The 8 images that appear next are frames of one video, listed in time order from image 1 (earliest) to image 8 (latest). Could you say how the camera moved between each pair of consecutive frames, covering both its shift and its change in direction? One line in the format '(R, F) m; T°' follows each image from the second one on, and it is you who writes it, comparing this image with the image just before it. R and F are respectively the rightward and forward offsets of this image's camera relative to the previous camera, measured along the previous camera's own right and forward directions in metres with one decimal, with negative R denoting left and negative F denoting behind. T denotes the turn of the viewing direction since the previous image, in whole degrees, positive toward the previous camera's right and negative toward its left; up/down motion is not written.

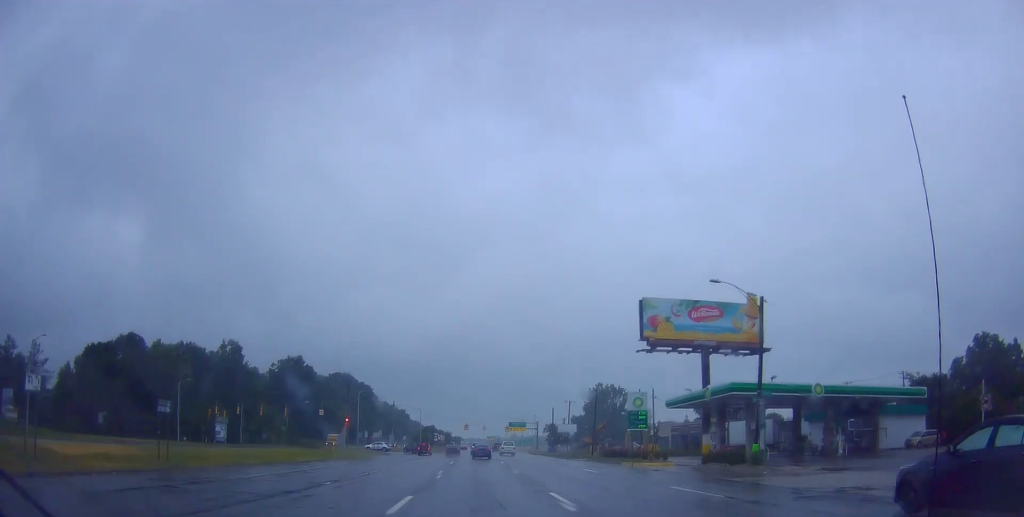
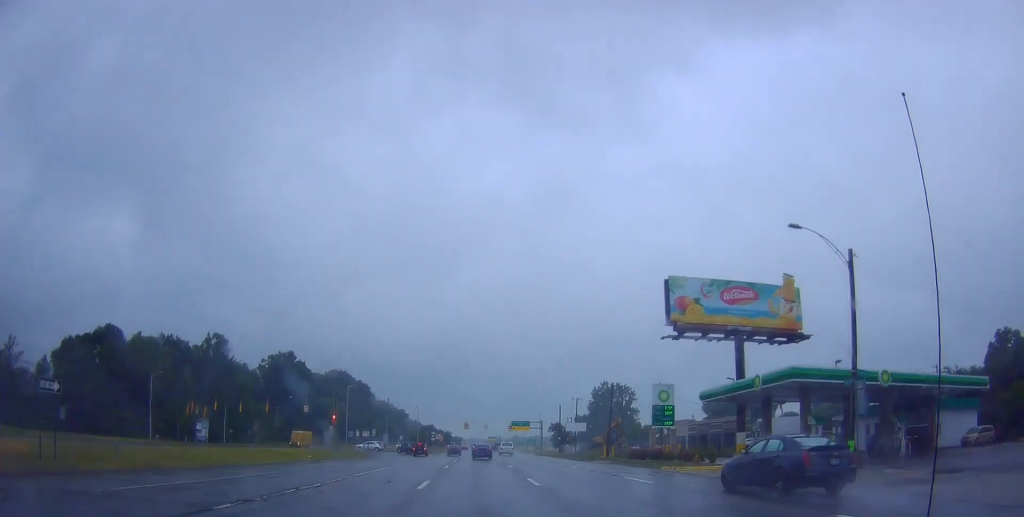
(0.0, +9.7) m; 0°
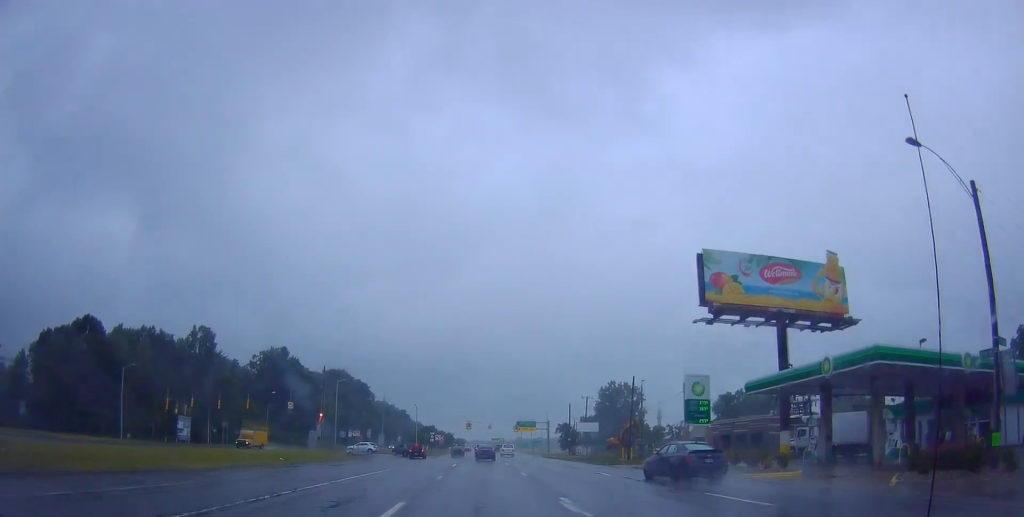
(0.0, +8.8) m; 0°
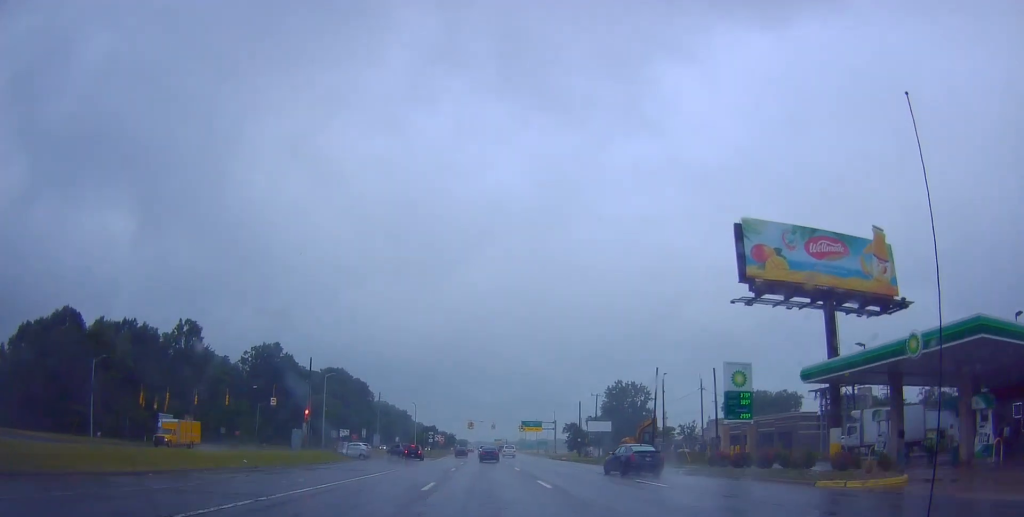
(0.0, +7.9) m; -1°
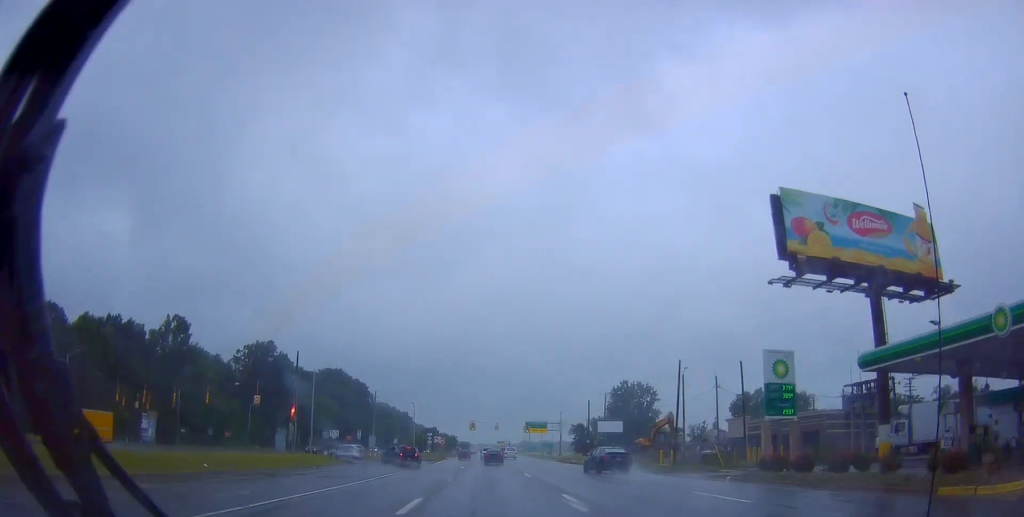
(+0.1, +6.1) m; -1°
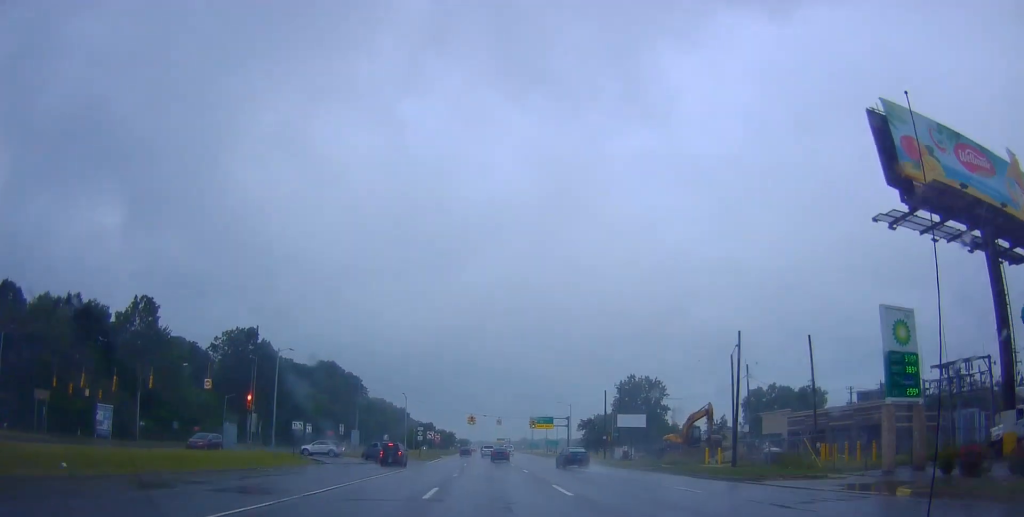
(-0.4, +12.1) m; 0°
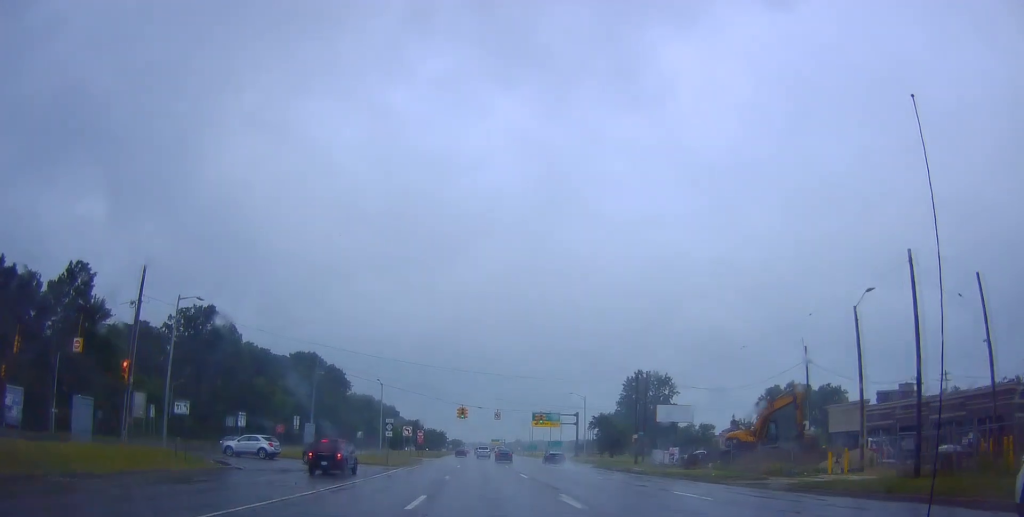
(+0.5, +17.7) m; +2°
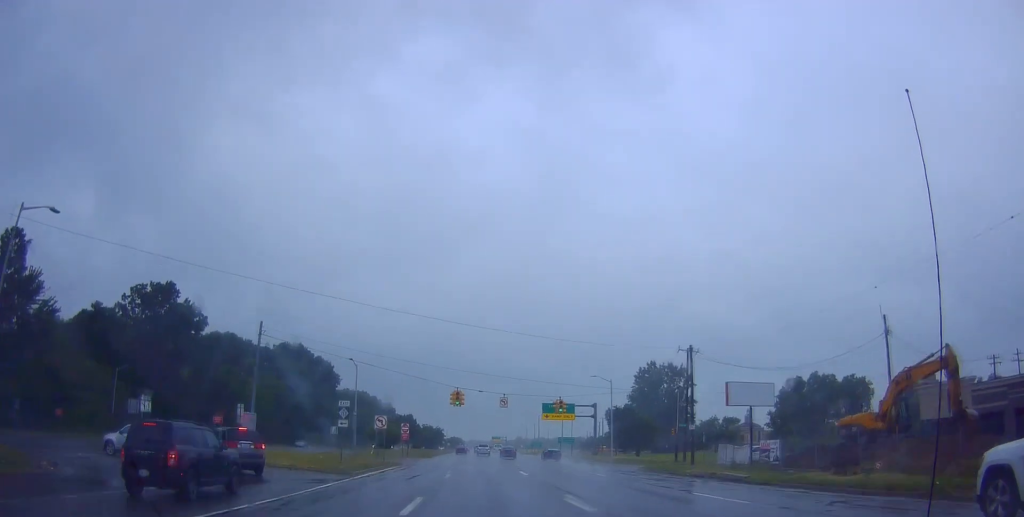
(-0.2, +15.5) m; -2°
